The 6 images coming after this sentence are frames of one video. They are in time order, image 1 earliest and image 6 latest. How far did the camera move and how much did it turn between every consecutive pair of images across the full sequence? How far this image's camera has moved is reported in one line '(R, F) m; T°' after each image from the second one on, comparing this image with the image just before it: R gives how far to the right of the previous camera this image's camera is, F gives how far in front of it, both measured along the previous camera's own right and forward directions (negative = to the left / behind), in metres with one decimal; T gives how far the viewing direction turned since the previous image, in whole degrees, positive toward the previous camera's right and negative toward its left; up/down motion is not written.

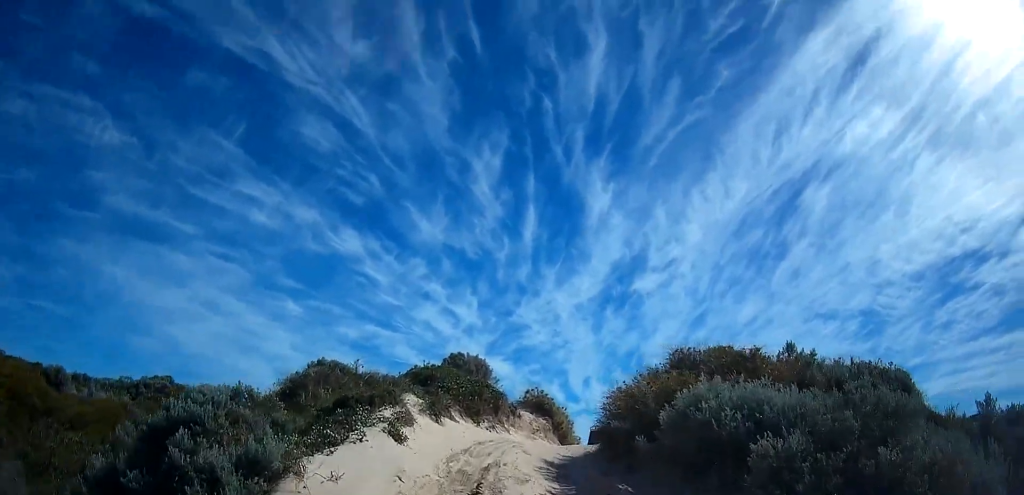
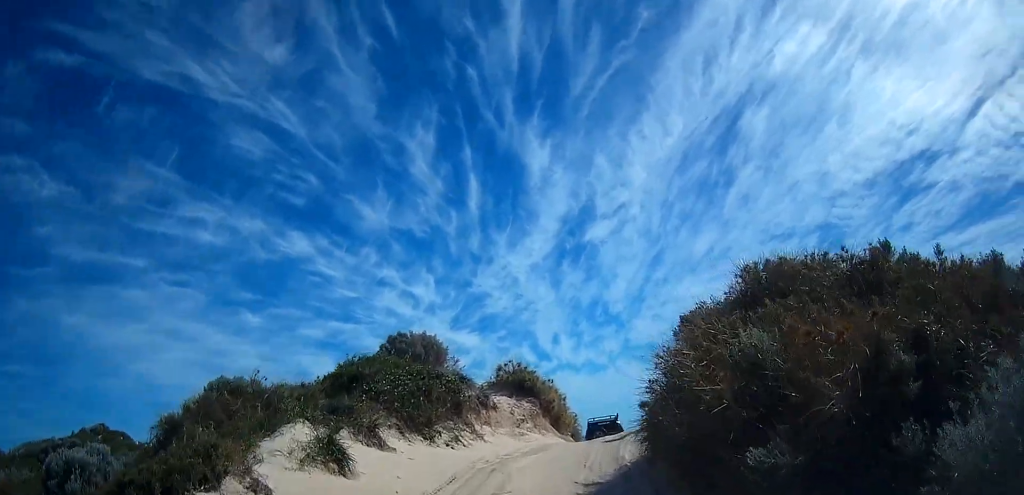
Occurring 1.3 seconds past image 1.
(+0.1, +5.8) m; +11°
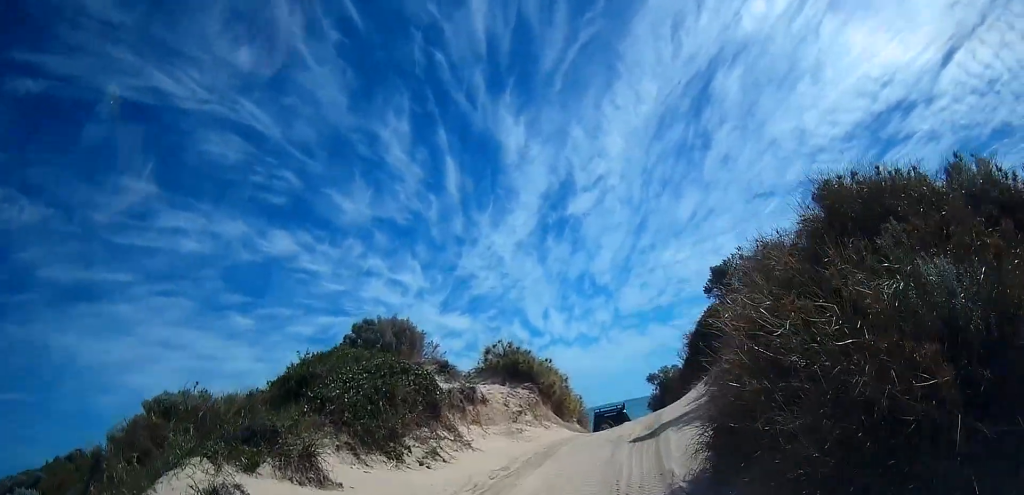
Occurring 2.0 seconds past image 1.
(+0.7, +2.6) m; +5°
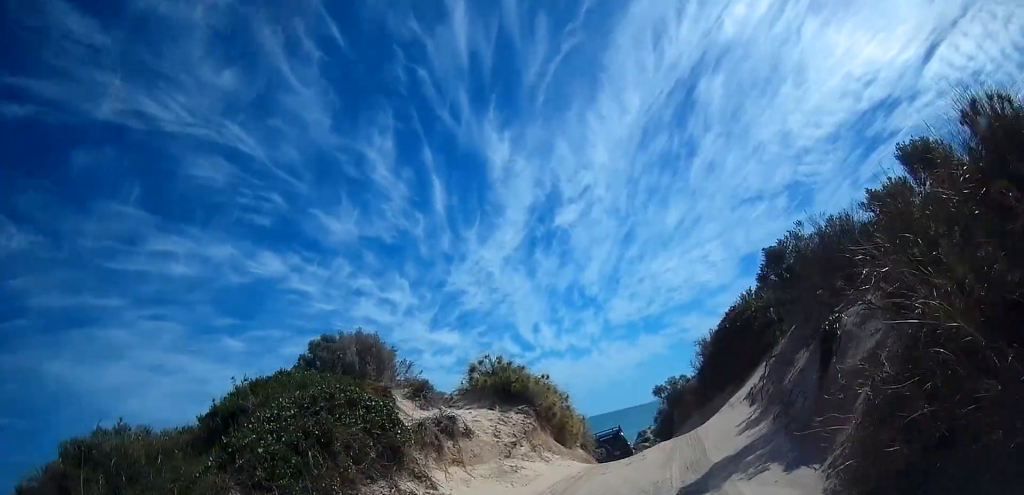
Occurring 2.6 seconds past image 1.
(-0.4, +2.4) m; -3°
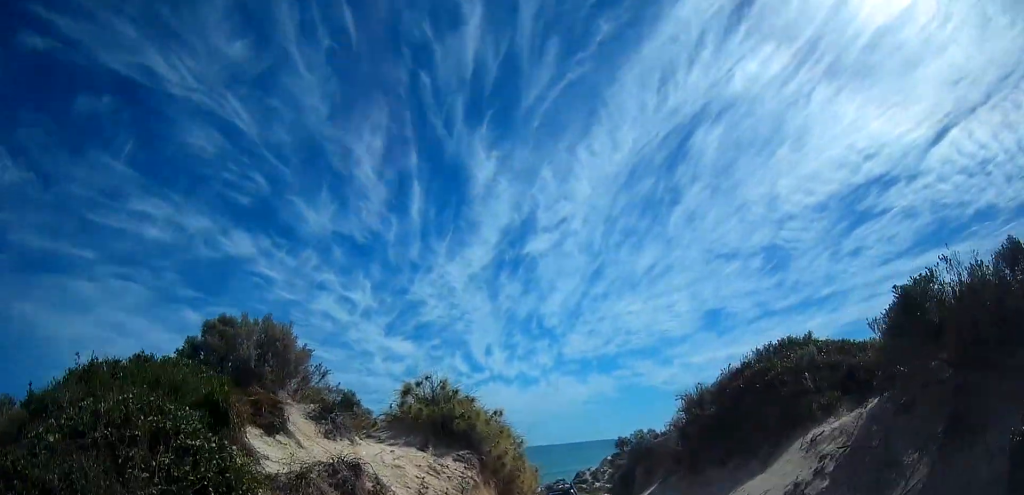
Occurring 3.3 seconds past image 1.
(-0.2, +2.9) m; +1°
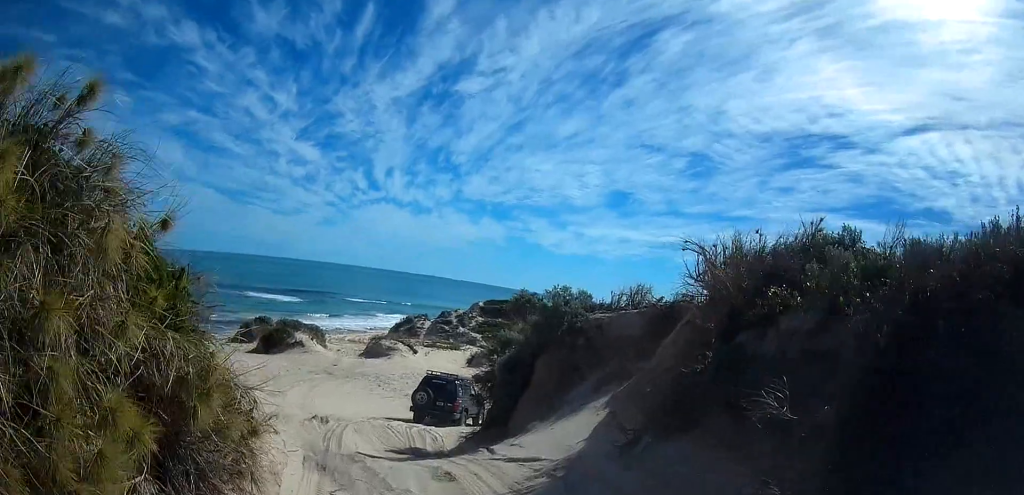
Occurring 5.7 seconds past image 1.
(+1.8, +9.0) m; +6°
